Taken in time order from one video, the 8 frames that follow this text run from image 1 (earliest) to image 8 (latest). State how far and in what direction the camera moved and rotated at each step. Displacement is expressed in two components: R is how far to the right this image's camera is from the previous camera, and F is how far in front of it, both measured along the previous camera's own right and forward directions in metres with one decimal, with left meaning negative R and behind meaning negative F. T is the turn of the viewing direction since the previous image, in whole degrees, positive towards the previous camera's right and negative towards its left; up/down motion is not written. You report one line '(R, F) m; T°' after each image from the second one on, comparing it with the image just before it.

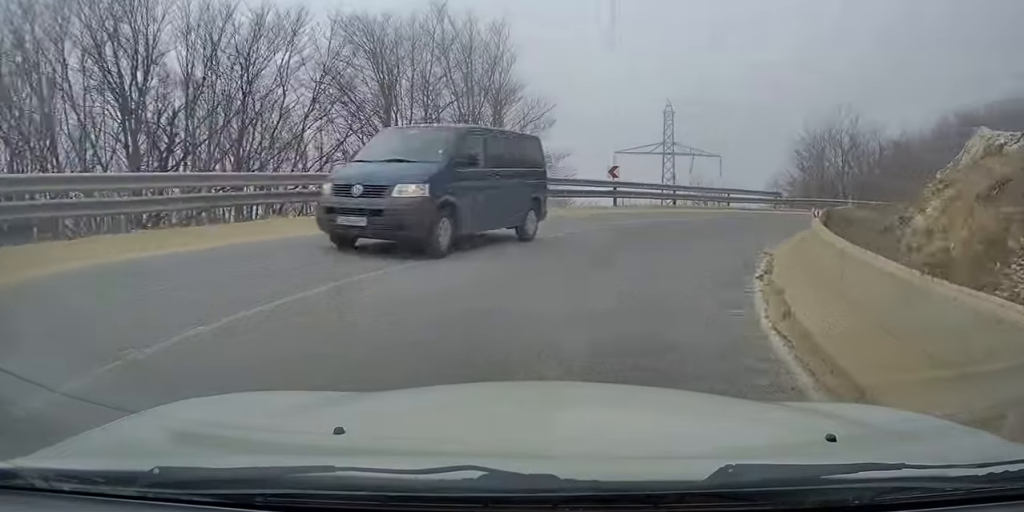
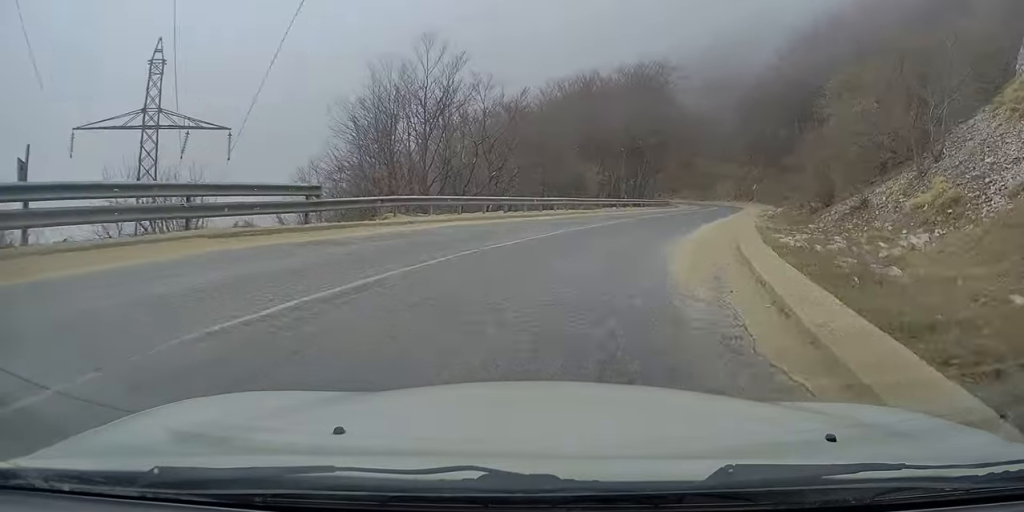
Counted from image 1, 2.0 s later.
(+8.5, +17.8) m; +46°
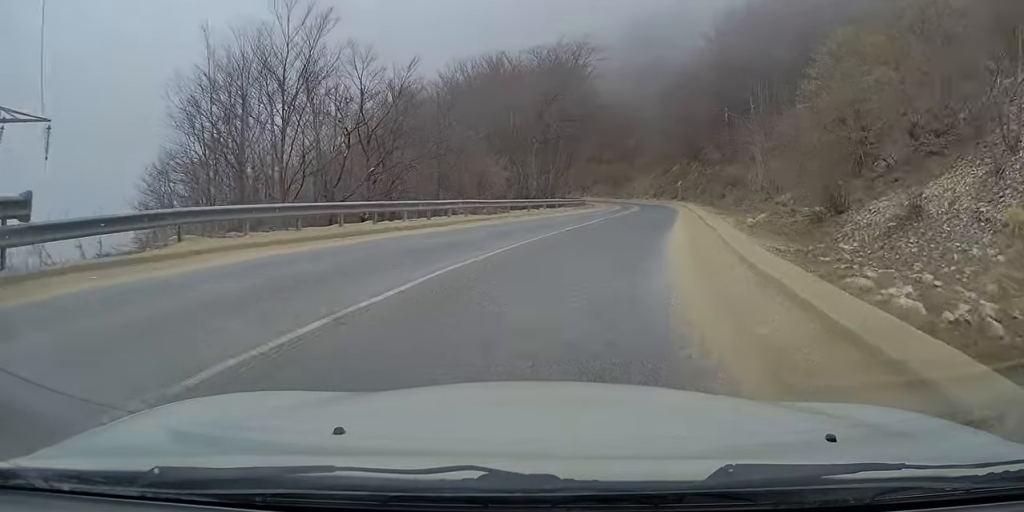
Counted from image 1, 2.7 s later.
(+1.2, +8.2) m; +9°
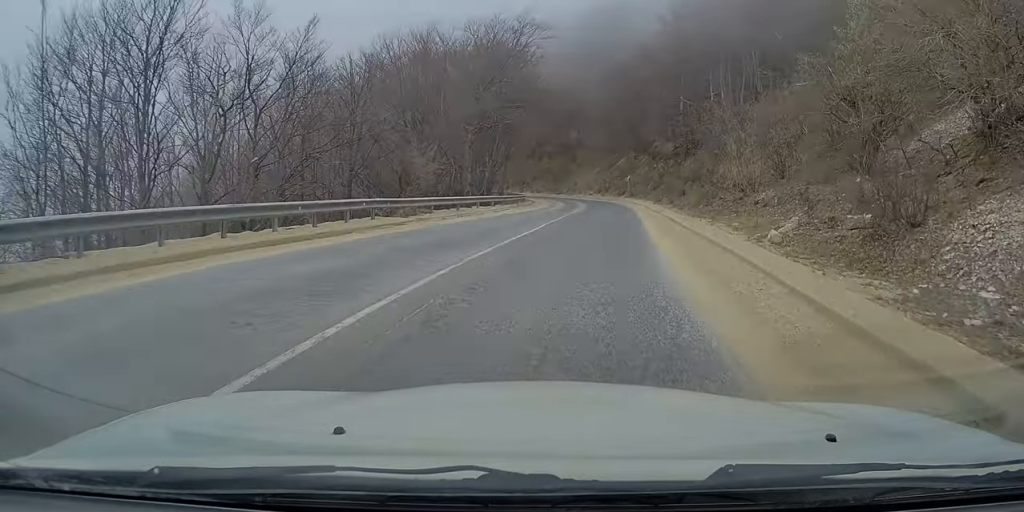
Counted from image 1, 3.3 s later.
(+0.3, +6.6) m; +3°
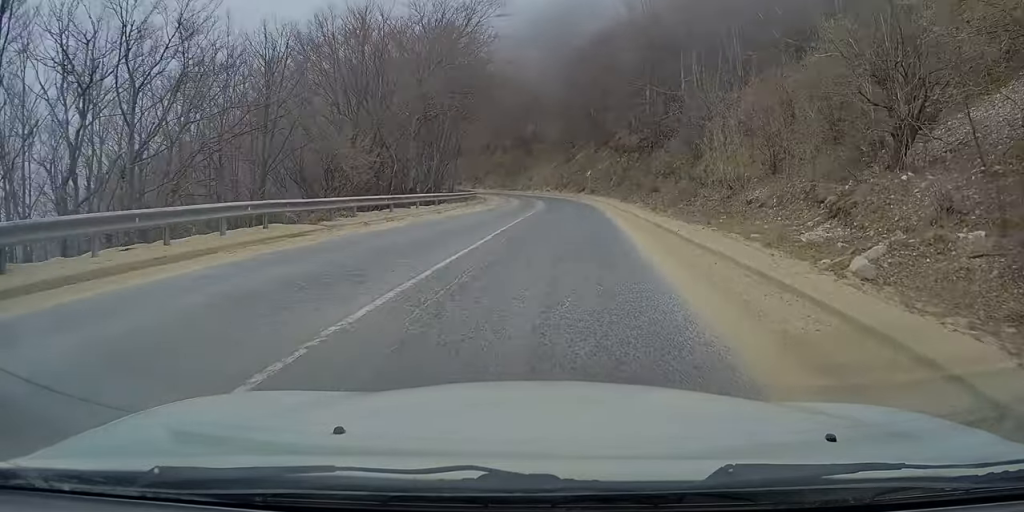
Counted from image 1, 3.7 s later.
(+0.1, +5.5) m; +2°
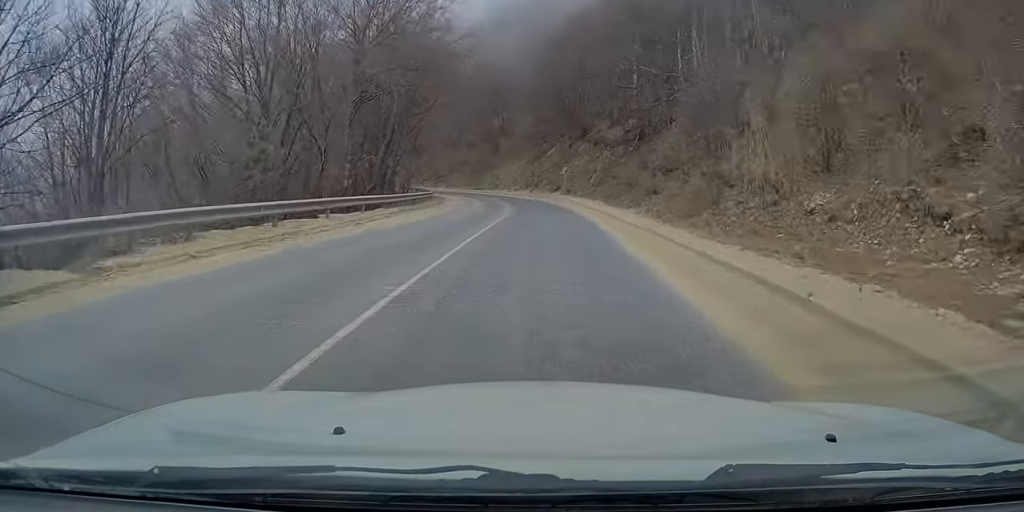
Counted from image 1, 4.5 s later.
(+0.2, +9.2) m; +2°
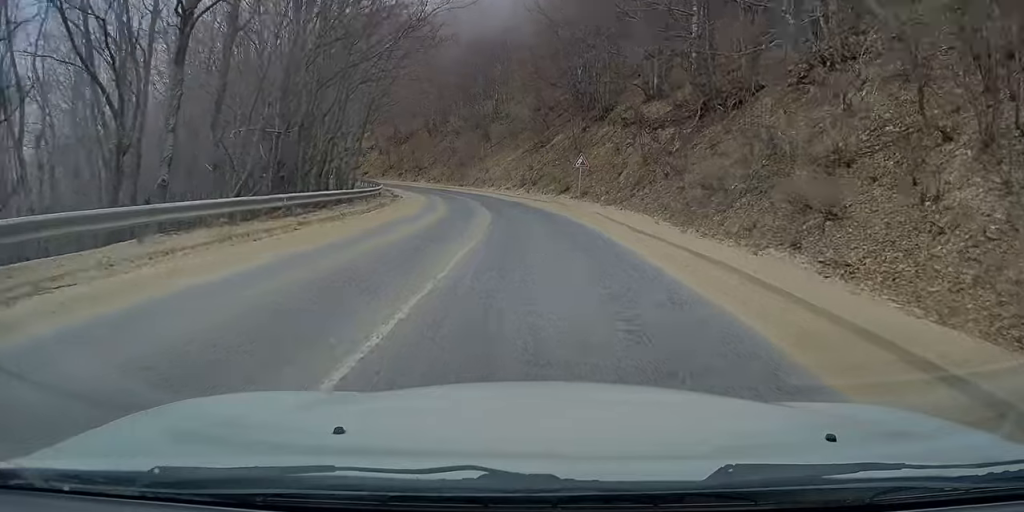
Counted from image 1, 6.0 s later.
(+0.6, +18.4) m; +2°
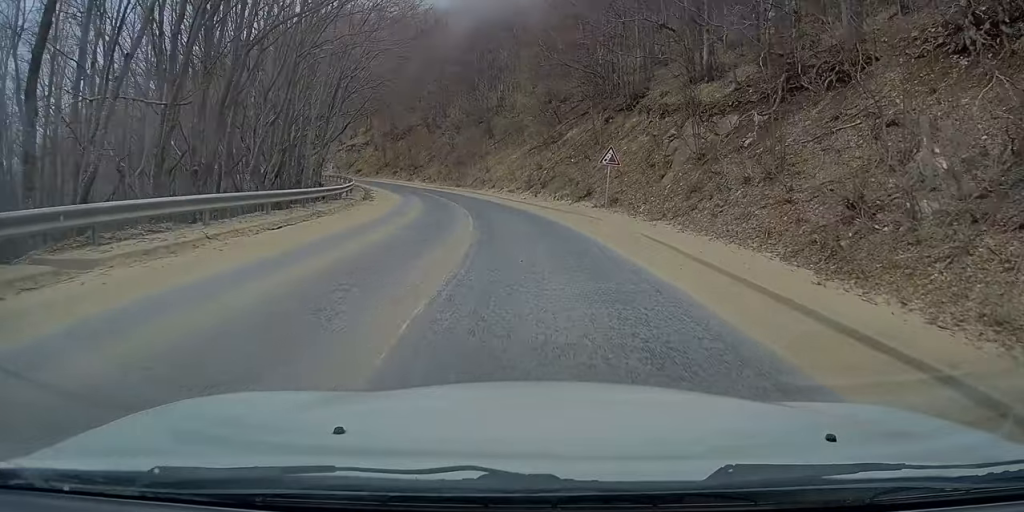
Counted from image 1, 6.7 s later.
(-0.2, +9.2) m; -2°
